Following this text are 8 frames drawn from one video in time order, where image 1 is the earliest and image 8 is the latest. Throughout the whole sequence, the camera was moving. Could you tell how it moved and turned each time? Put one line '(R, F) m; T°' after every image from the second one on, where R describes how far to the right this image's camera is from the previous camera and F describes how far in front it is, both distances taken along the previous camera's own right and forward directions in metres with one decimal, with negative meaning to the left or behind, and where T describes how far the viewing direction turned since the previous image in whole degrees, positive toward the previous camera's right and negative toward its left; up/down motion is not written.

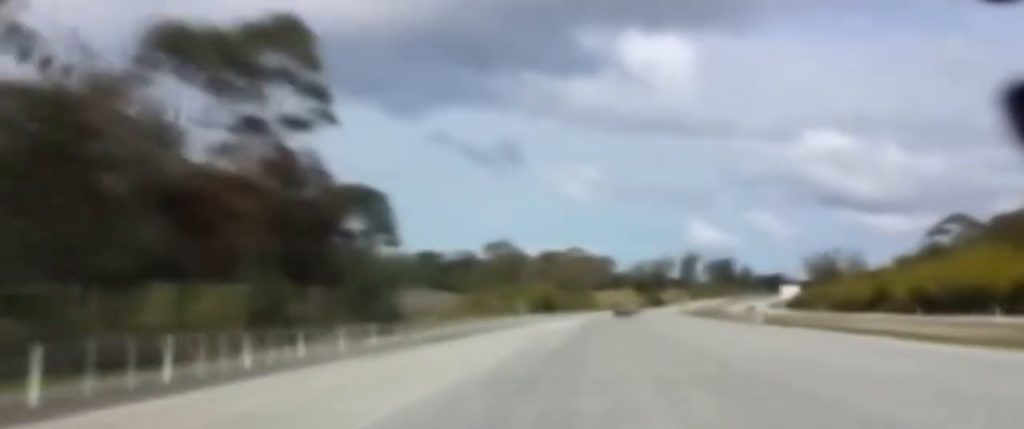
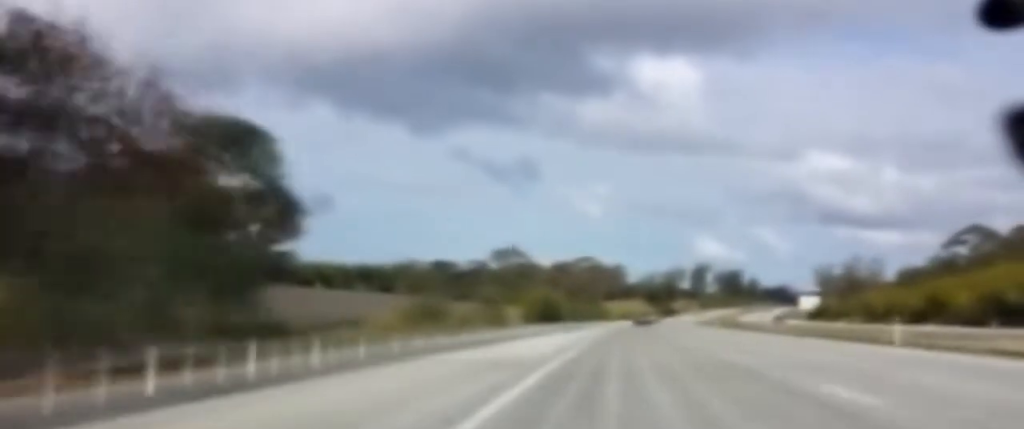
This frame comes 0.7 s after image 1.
(0.0, +22.1) m; 0°
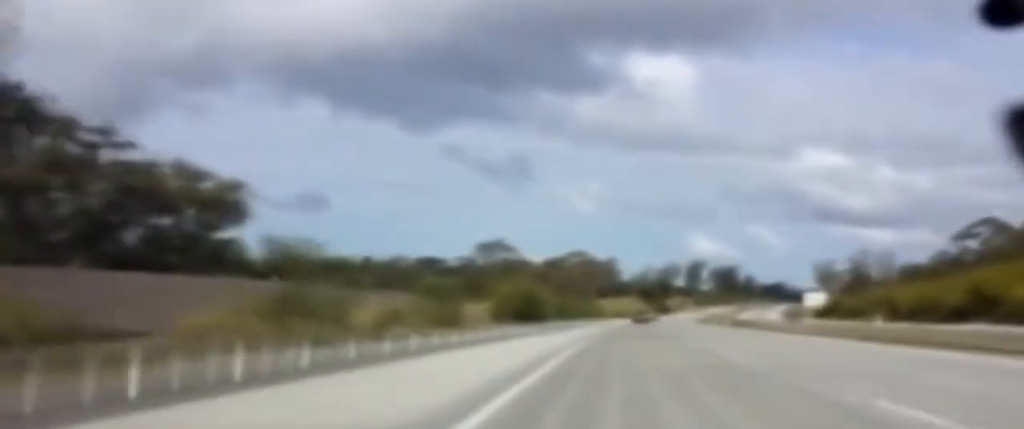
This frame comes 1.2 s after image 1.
(0.0, +15.1) m; 0°
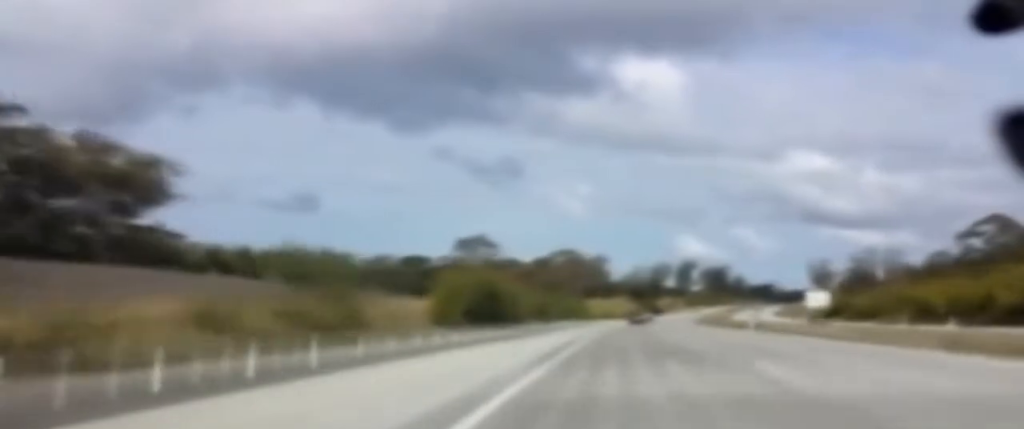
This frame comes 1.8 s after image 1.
(+0.1, +17.1) m; +1°
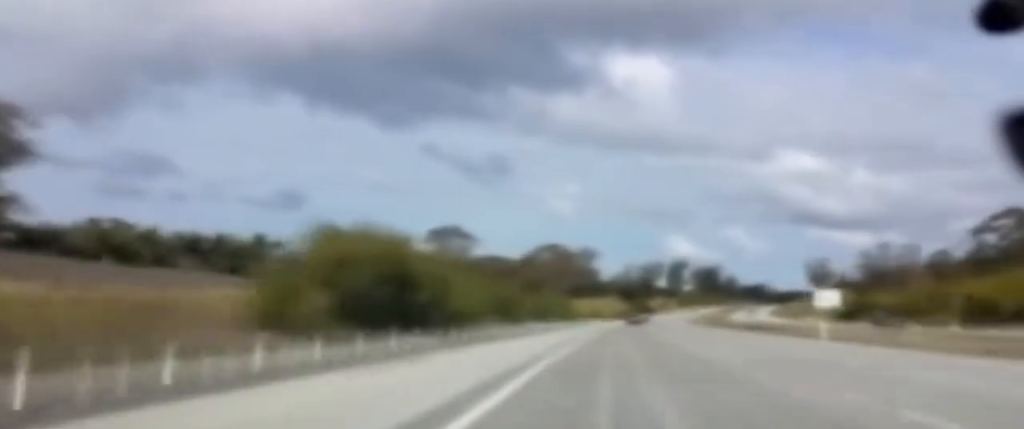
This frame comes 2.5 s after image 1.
(0.0, +20.1) m; +1°
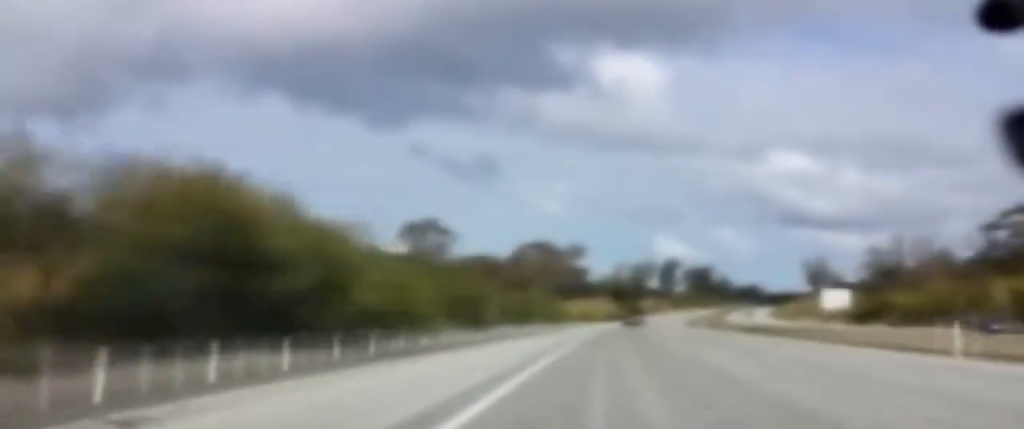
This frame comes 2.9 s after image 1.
(+0.2, +13.1) m; 0°
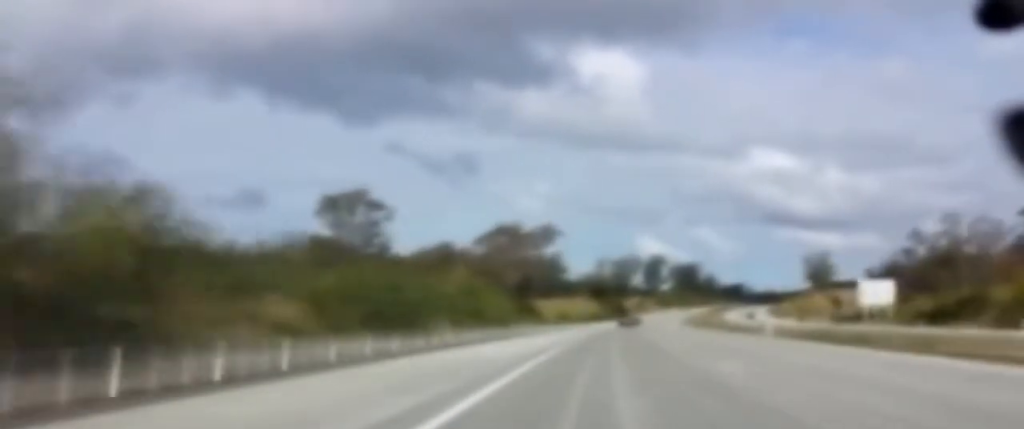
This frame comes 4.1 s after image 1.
(0.0, +37.3) m; 0°
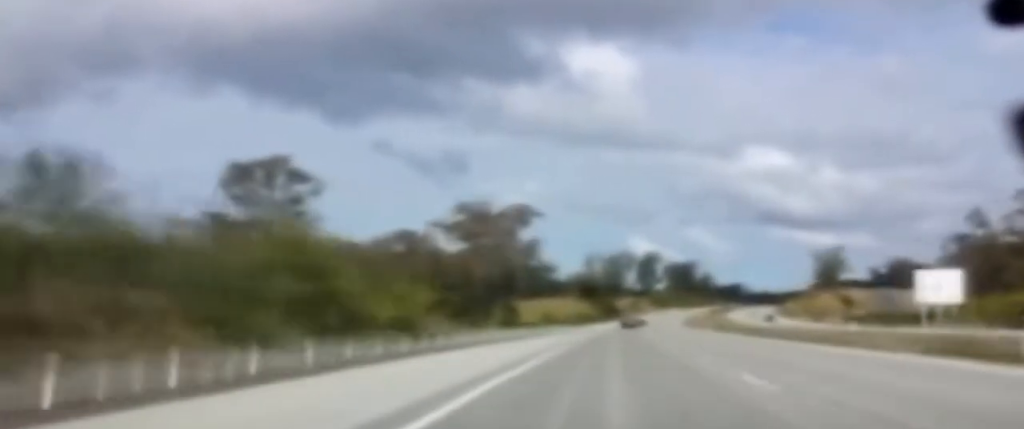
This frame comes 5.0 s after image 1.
(+0.2, +27.3) m; +1°
